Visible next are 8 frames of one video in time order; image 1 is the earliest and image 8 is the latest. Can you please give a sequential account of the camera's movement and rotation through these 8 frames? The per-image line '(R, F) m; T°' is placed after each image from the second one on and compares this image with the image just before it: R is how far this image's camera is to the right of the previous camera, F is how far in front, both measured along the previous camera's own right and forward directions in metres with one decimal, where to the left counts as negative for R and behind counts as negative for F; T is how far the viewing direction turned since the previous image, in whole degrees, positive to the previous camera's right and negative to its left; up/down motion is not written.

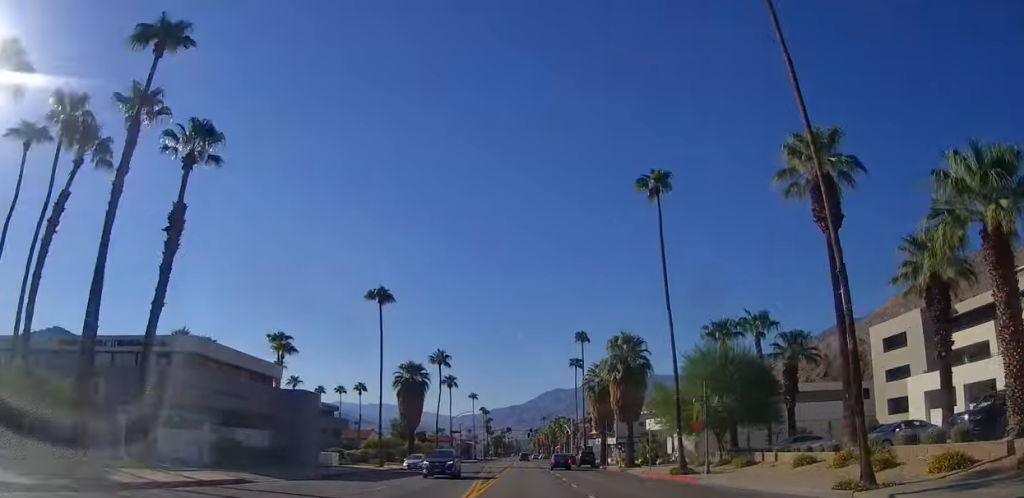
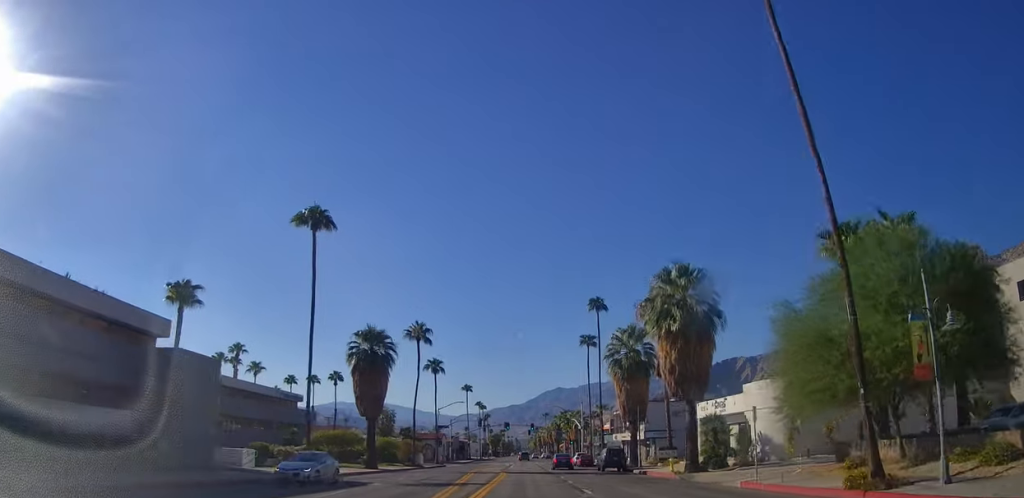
(0.0, +19.0) m; 0°
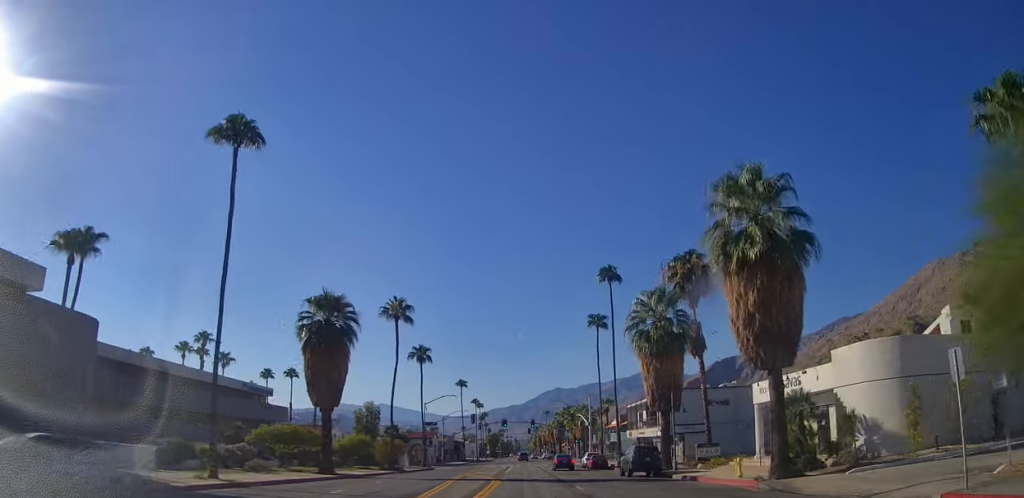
(0.0, +11.7) m; 0°
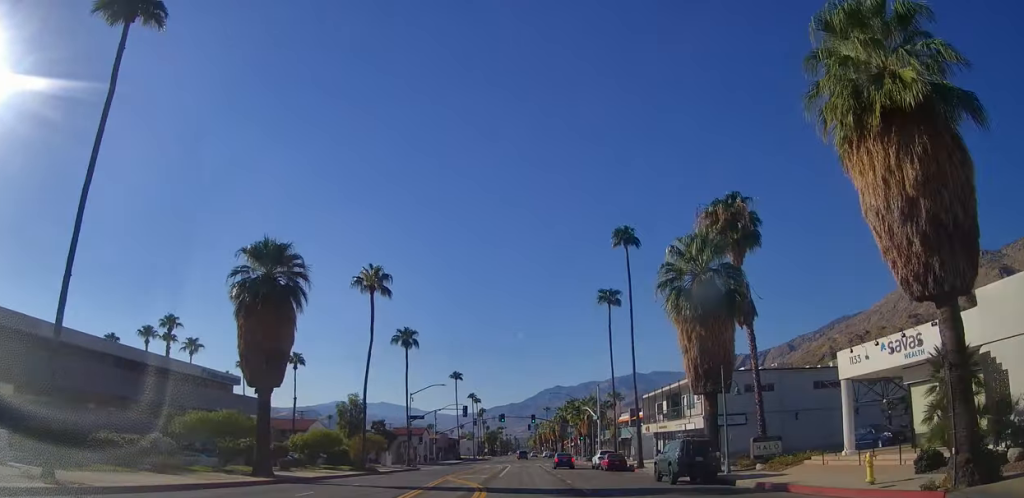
(0.0, +10.0) m; 0°
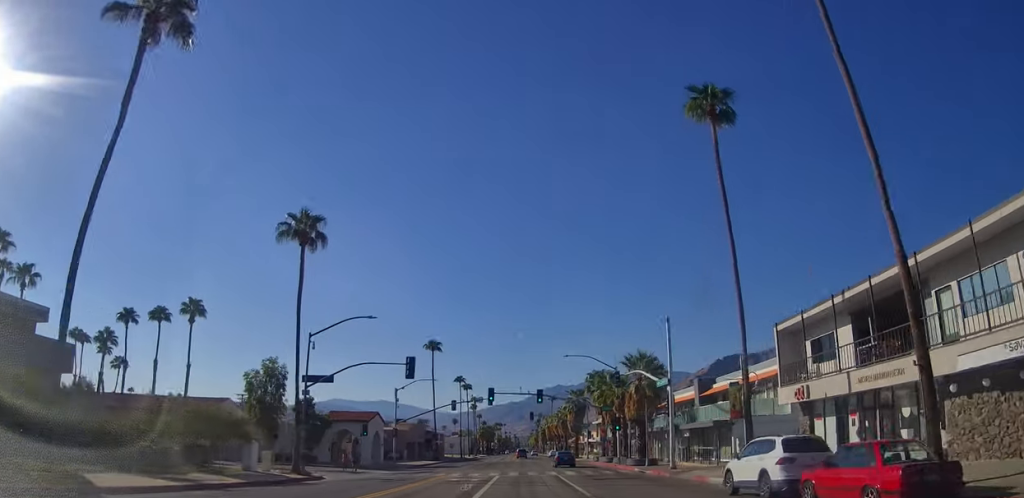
(0.0, +34.3) m; 0°
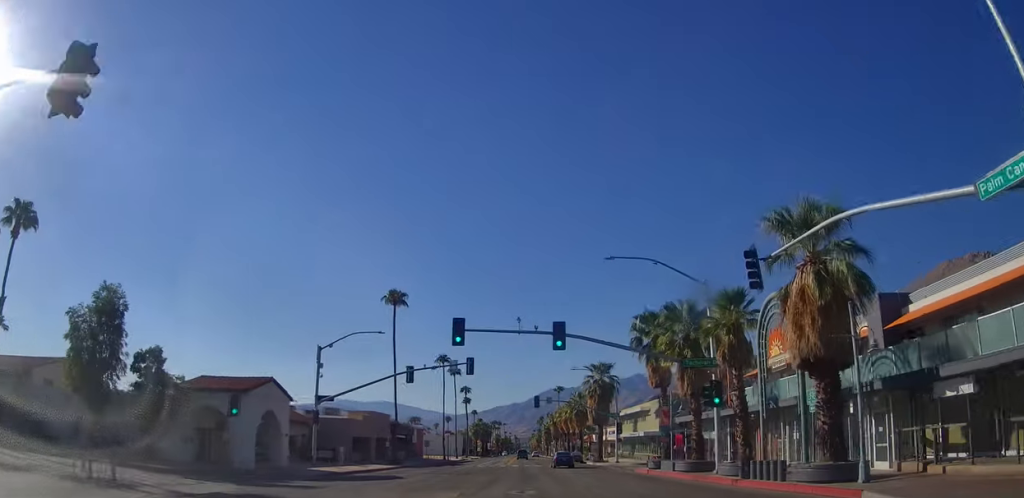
(0.0, +29.5) m; 0°
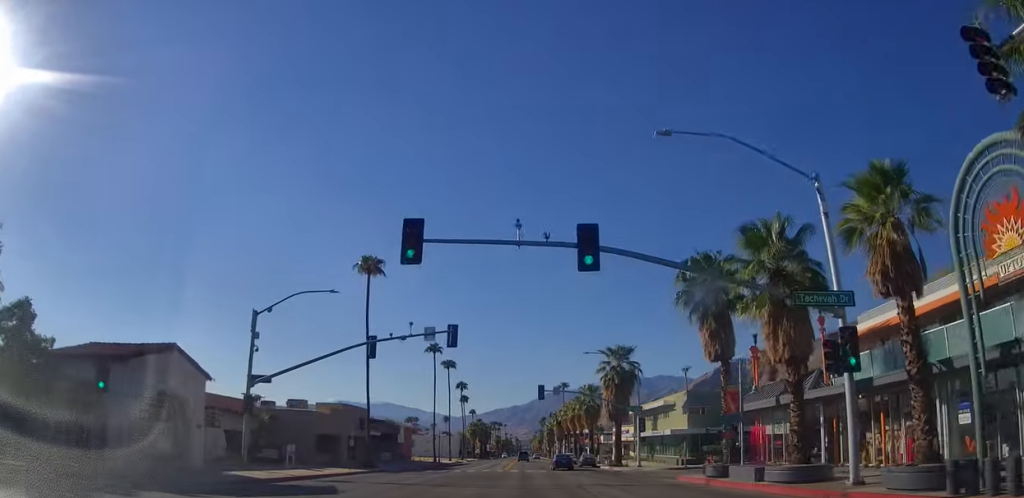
(0.0, +12.2) m; 0°
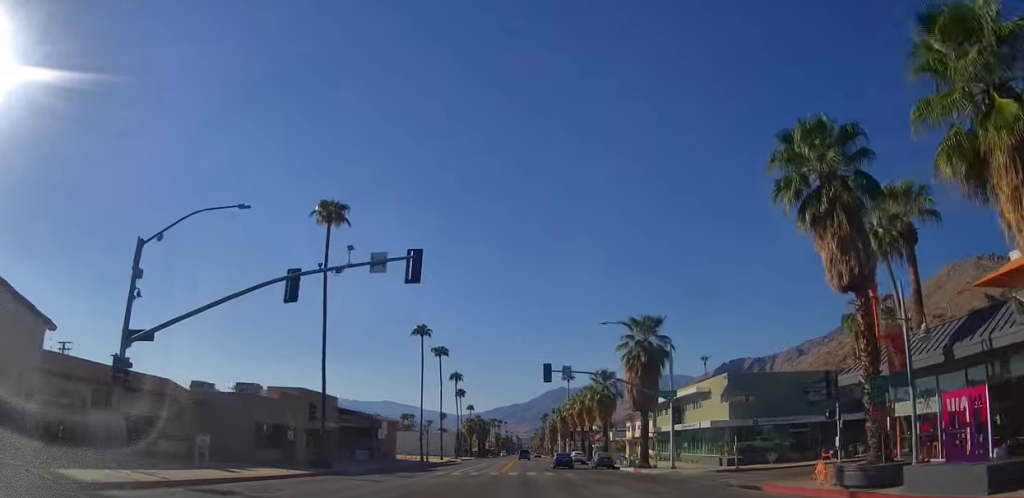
(0.0, +12.2) m; 0°
